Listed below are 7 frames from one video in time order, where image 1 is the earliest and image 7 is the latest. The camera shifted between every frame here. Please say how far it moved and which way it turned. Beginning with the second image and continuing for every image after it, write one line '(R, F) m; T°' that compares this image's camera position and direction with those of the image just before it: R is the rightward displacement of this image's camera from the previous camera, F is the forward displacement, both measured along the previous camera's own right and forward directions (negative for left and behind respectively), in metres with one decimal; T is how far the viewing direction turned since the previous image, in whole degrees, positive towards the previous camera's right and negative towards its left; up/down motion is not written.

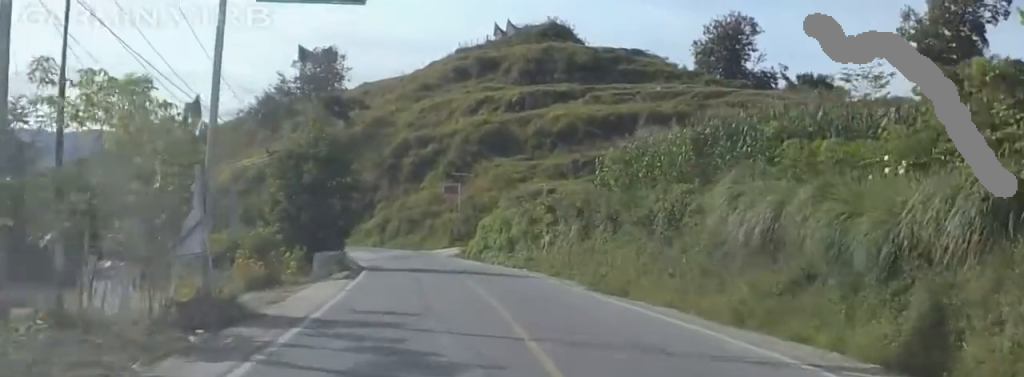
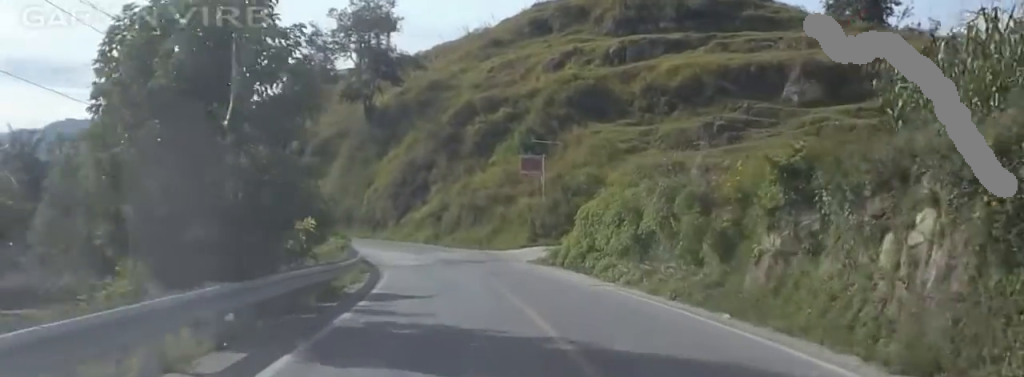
(+0.7, +22.1) m; +2°
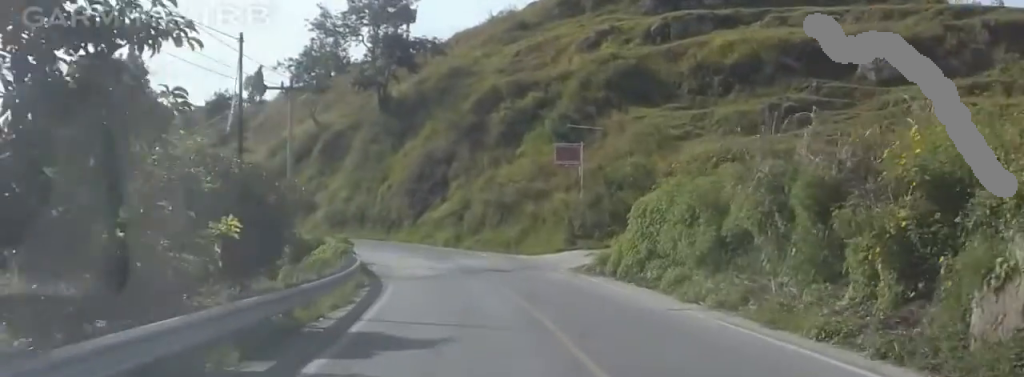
(0.0, +7.5) m; -3°
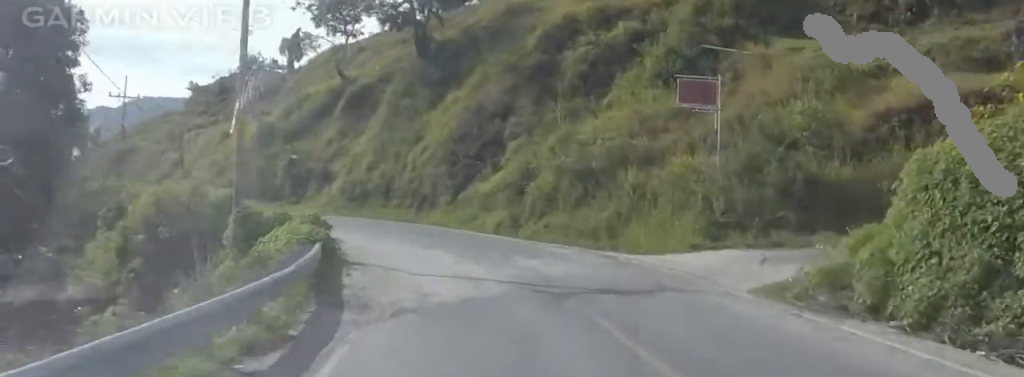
(-1.3, +16.2) m; -8°
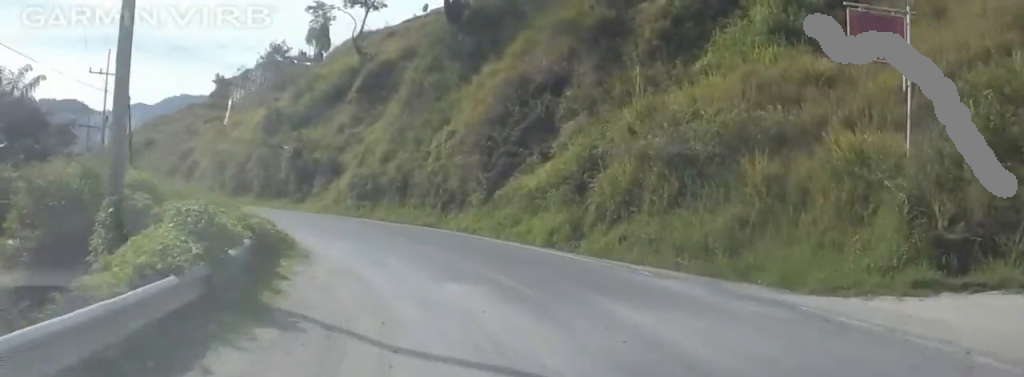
(-0.3, +10.4) m; -3°
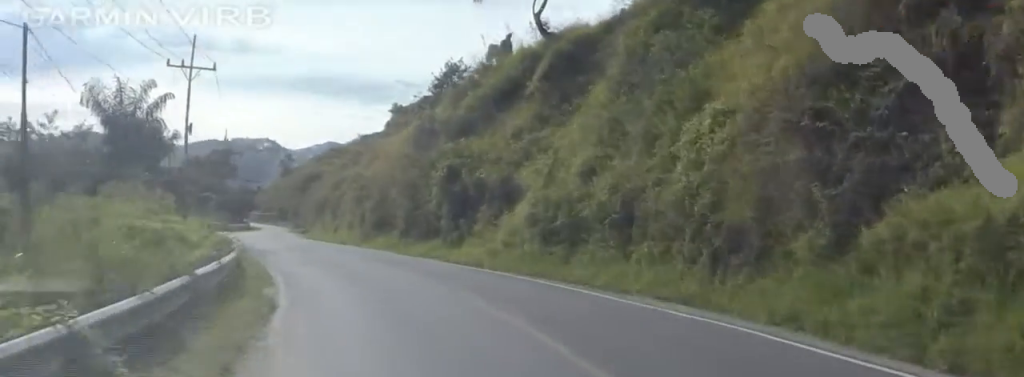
(-1.1, +19.3) m; -11°
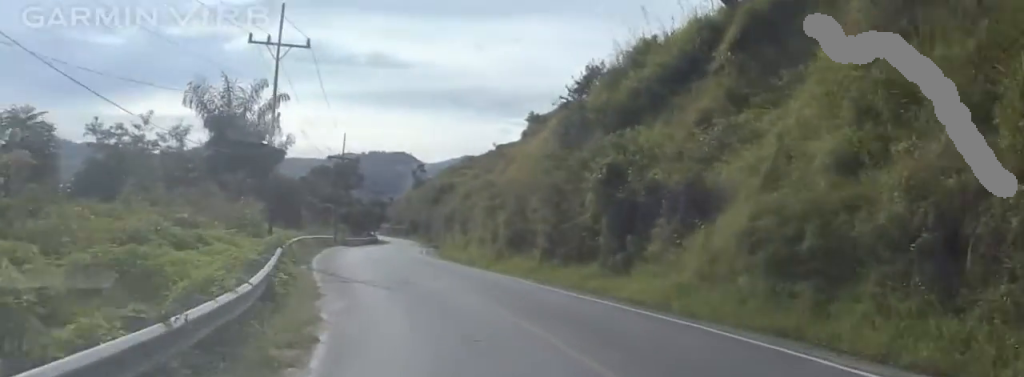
(-1.0, +10.2) m; -5°
